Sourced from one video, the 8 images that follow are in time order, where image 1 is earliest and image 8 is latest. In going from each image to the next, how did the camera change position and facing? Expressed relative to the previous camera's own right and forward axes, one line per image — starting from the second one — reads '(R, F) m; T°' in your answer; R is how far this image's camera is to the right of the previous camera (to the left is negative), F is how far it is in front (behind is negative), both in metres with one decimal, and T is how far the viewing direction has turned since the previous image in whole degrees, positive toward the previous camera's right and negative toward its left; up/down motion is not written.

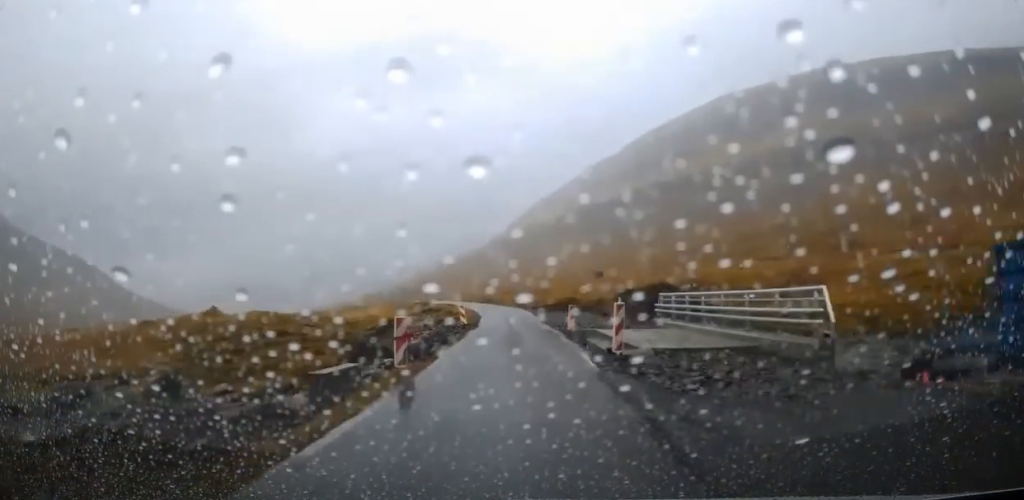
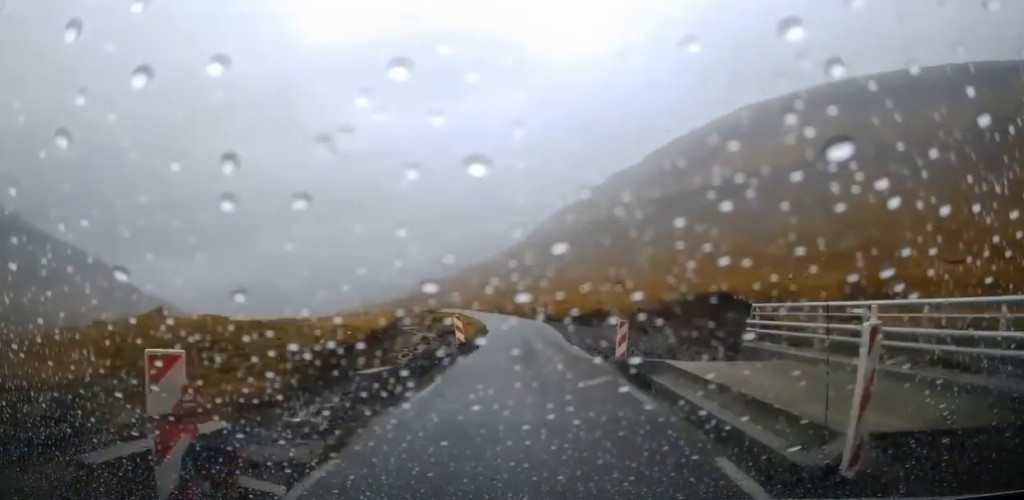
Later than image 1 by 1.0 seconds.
(+0.1, +8.8) m; 0°
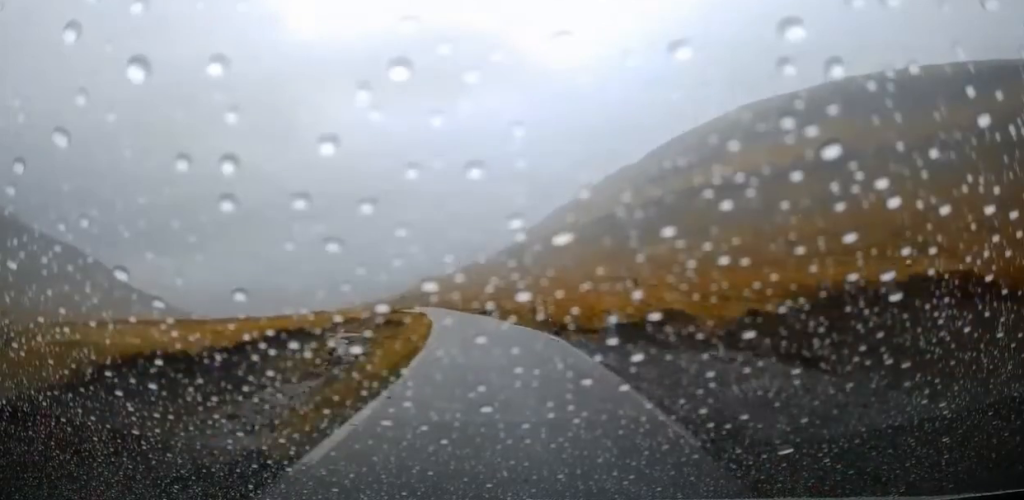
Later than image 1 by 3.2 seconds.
(-0.2, +20.4) m; -2°
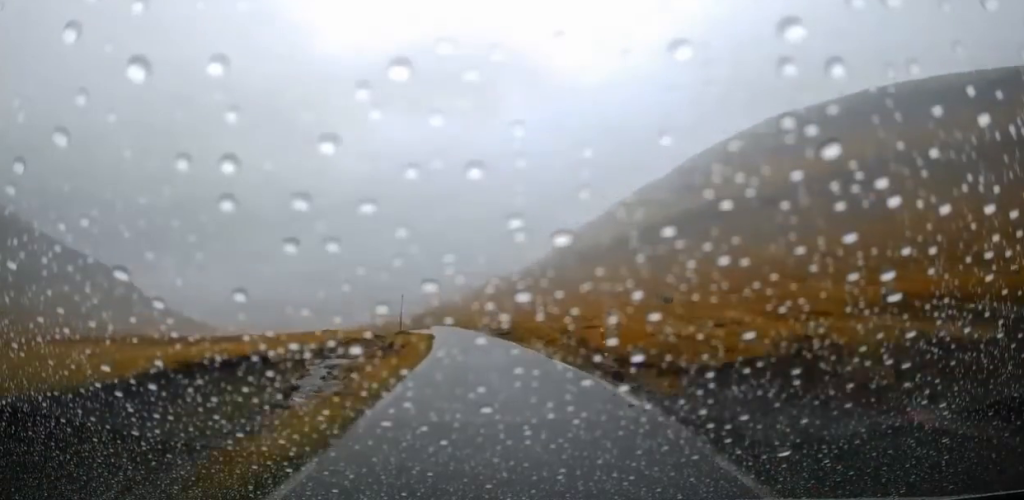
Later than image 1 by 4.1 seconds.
(-0.1, +8.5) m; -2°
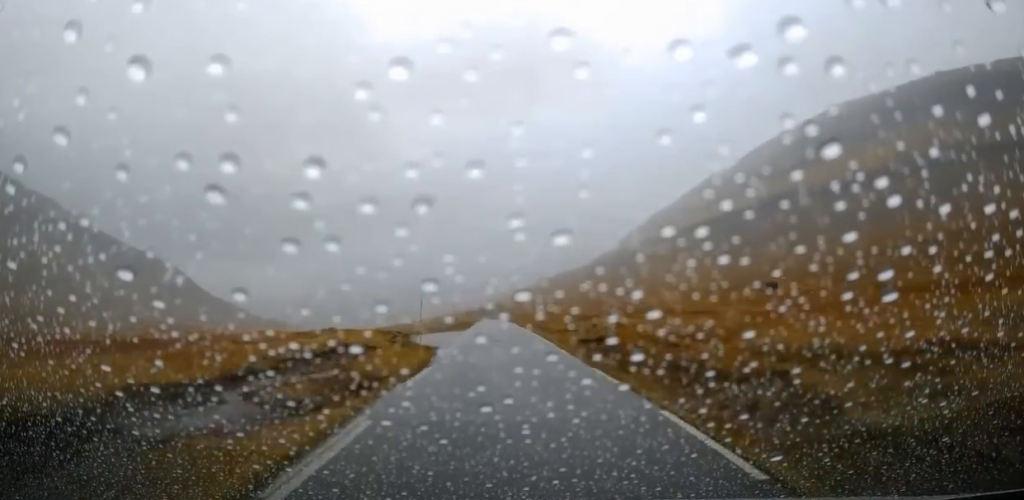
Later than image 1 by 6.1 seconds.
(-0.7, +20.9) m; -4°
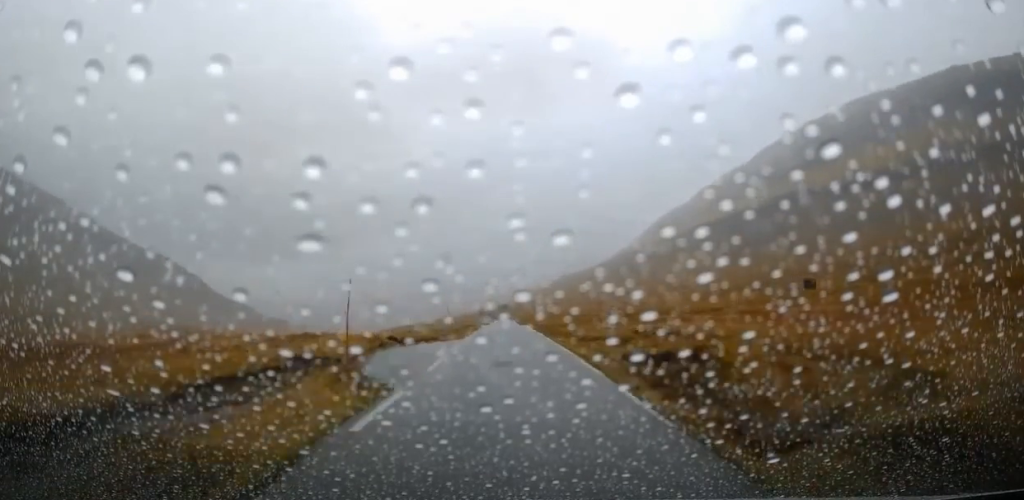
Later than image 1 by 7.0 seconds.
(0.0, +9.1) m; -2°
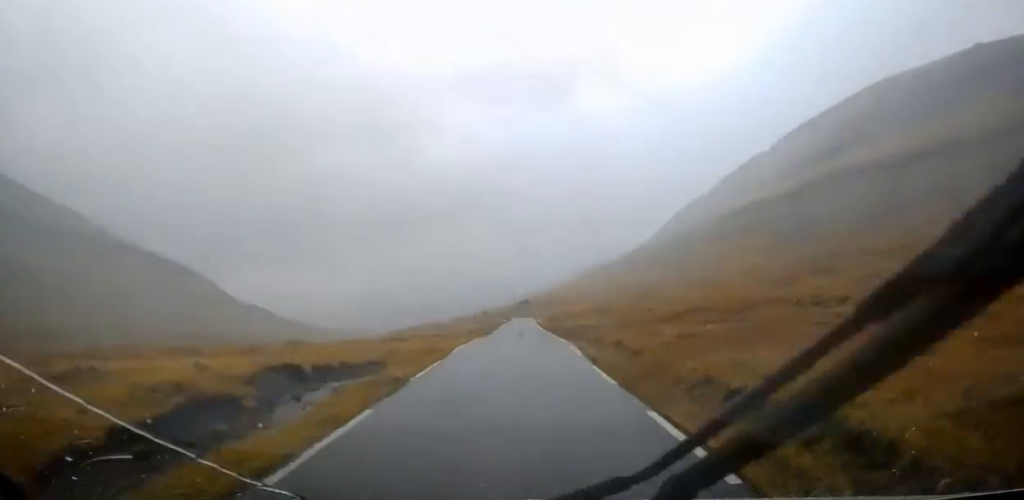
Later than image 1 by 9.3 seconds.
(-0.9, +25.7) m; -3°
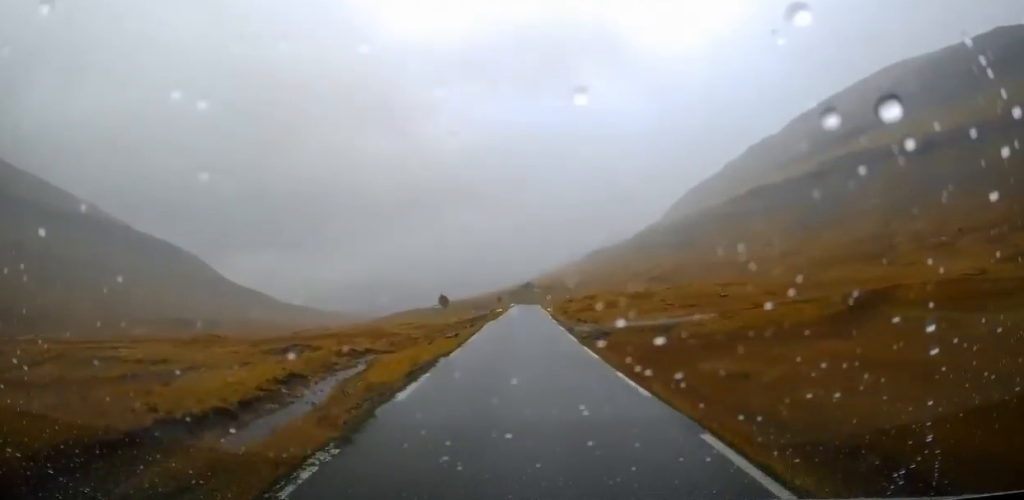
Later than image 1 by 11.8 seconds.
(-0.4, +31.4) m; -1°
